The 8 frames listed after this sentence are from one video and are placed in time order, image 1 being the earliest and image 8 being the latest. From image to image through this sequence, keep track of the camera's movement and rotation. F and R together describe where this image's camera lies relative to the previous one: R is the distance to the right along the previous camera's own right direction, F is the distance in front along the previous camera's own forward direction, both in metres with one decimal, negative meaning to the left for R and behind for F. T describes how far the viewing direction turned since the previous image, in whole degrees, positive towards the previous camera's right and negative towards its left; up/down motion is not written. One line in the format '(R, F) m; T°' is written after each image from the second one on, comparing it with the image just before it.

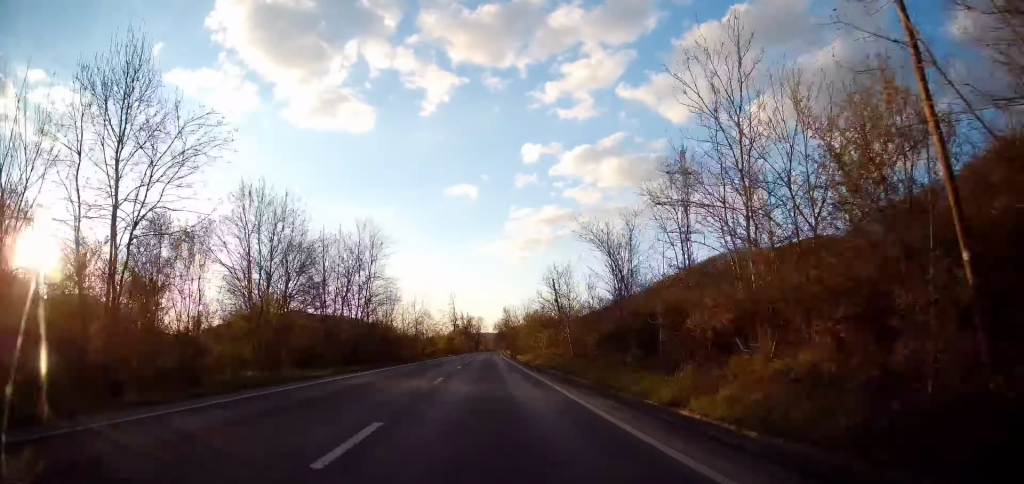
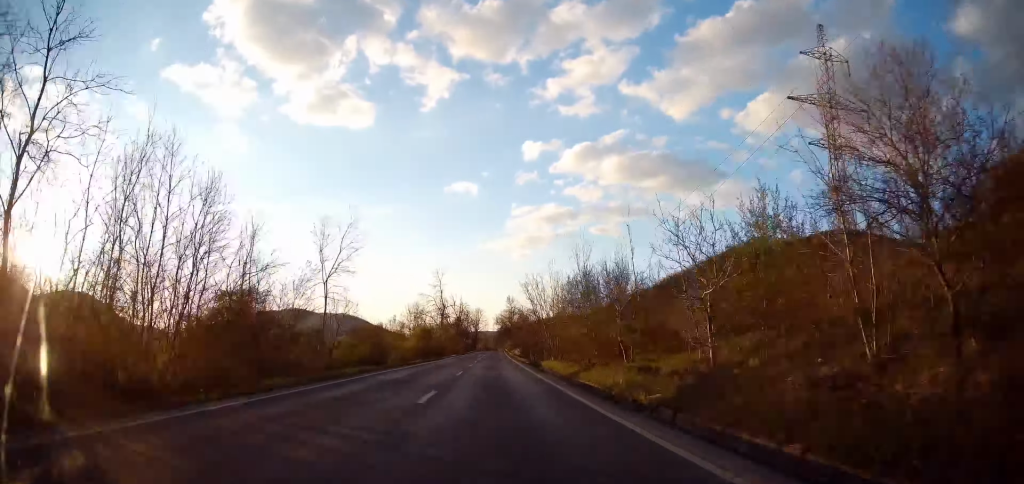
(-0.9, +41.2) m; -1°
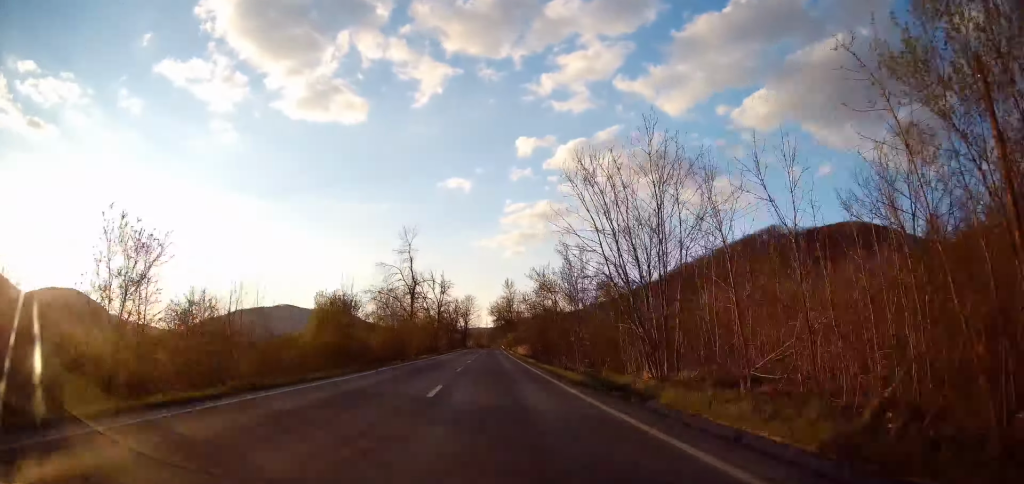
(+0.3, +35.0) m; +2°
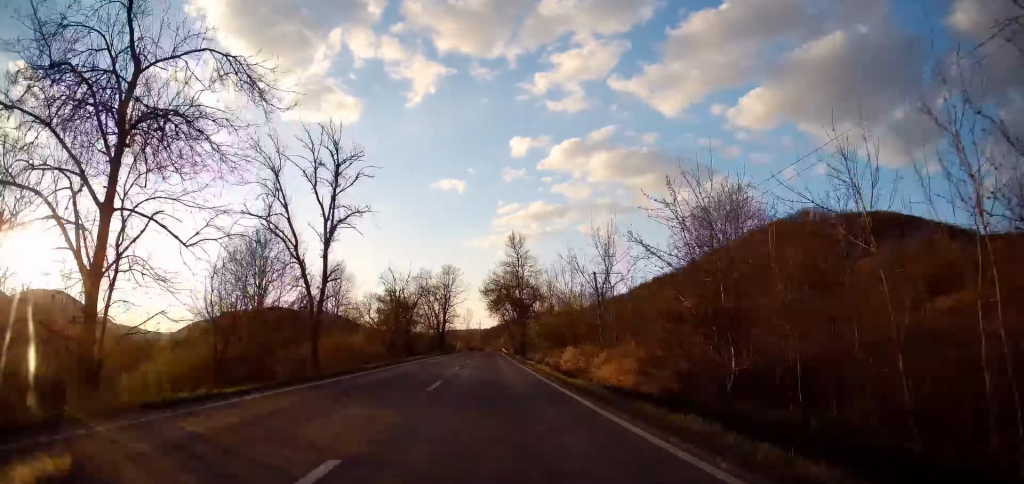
(+0.1, +57.9) m; 0°
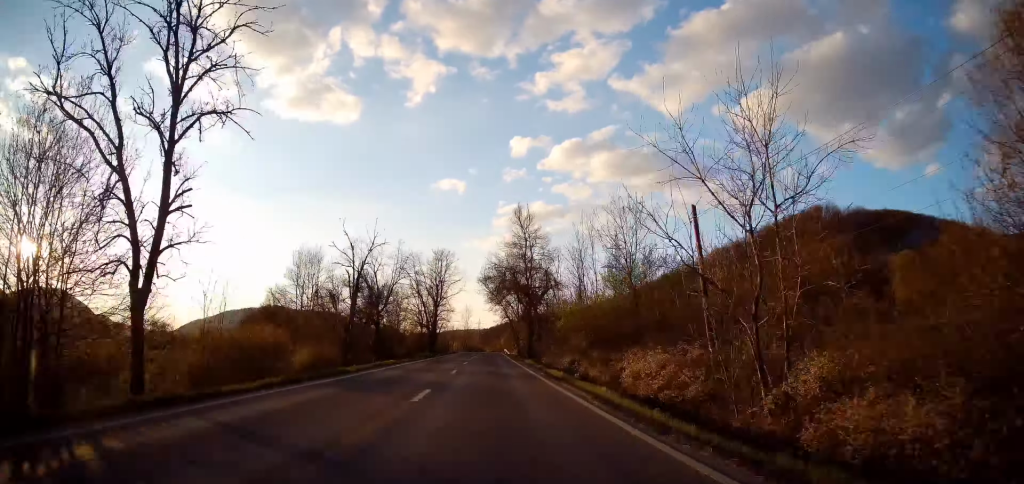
(+0.2, +15.0) m; 0°
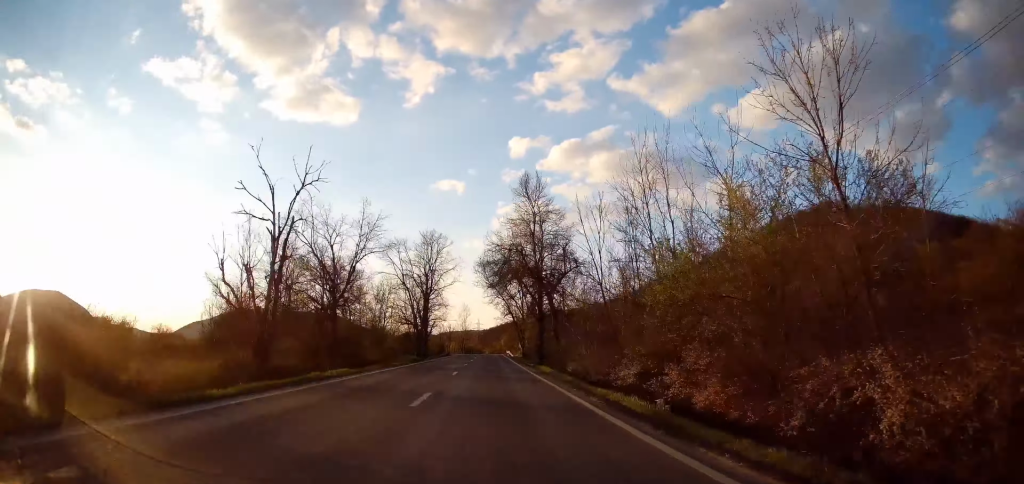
(0.0, +12.5) m; 0°
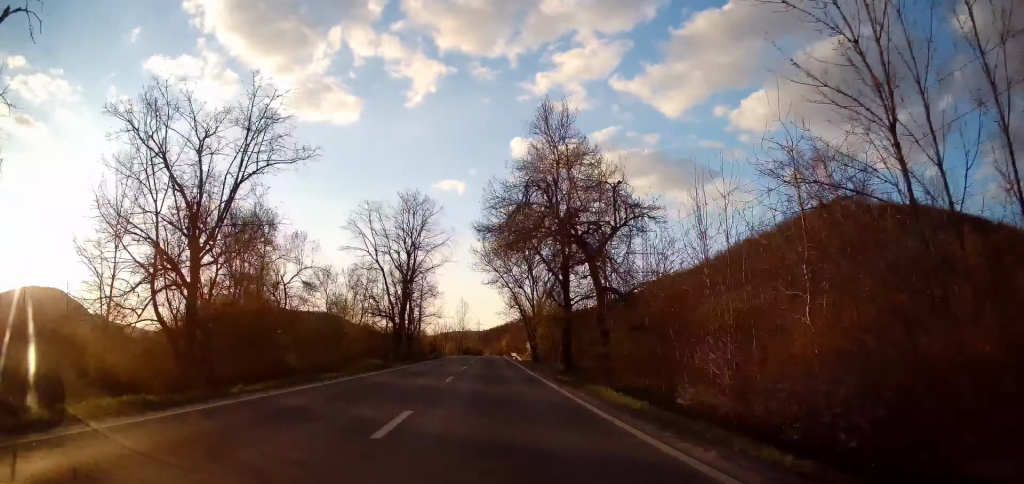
(+0.1, +15.8) m; 0°
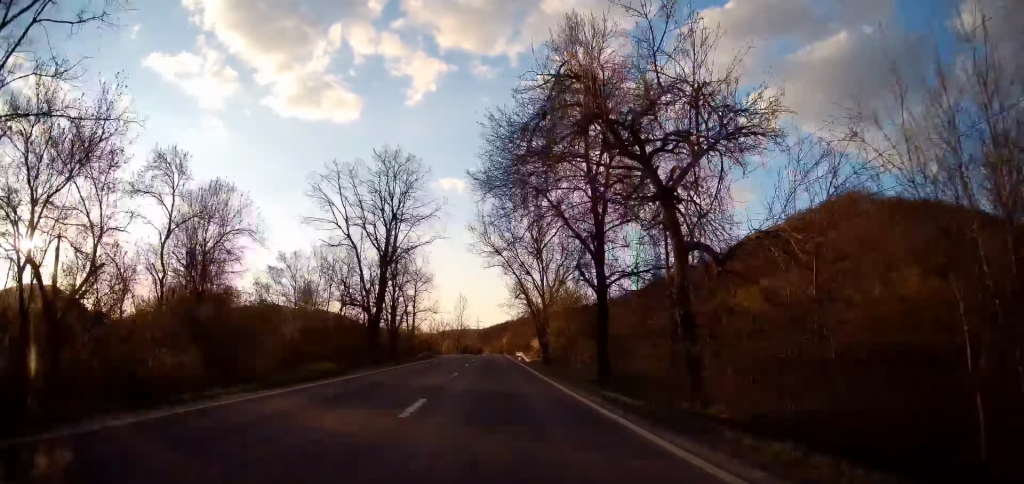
(-0.1, +9.9) m; 0°
